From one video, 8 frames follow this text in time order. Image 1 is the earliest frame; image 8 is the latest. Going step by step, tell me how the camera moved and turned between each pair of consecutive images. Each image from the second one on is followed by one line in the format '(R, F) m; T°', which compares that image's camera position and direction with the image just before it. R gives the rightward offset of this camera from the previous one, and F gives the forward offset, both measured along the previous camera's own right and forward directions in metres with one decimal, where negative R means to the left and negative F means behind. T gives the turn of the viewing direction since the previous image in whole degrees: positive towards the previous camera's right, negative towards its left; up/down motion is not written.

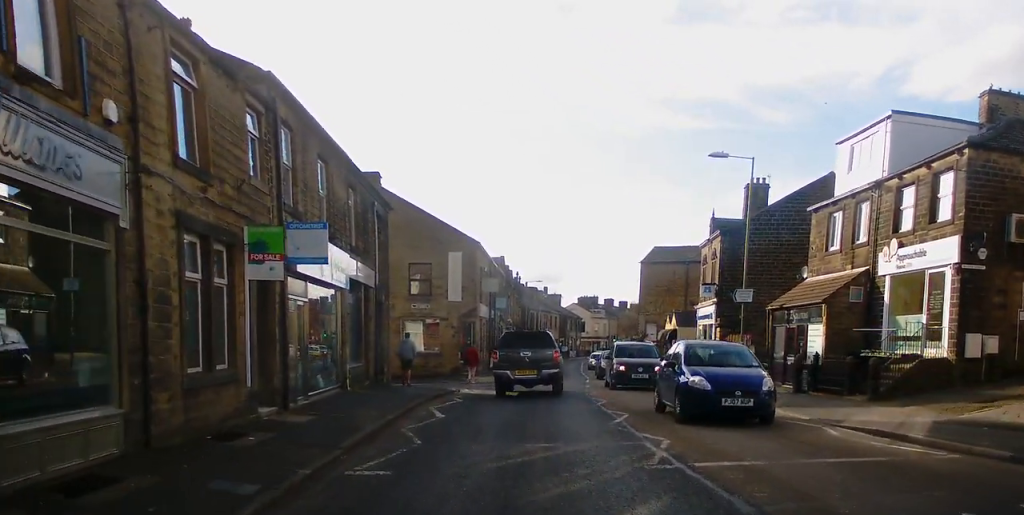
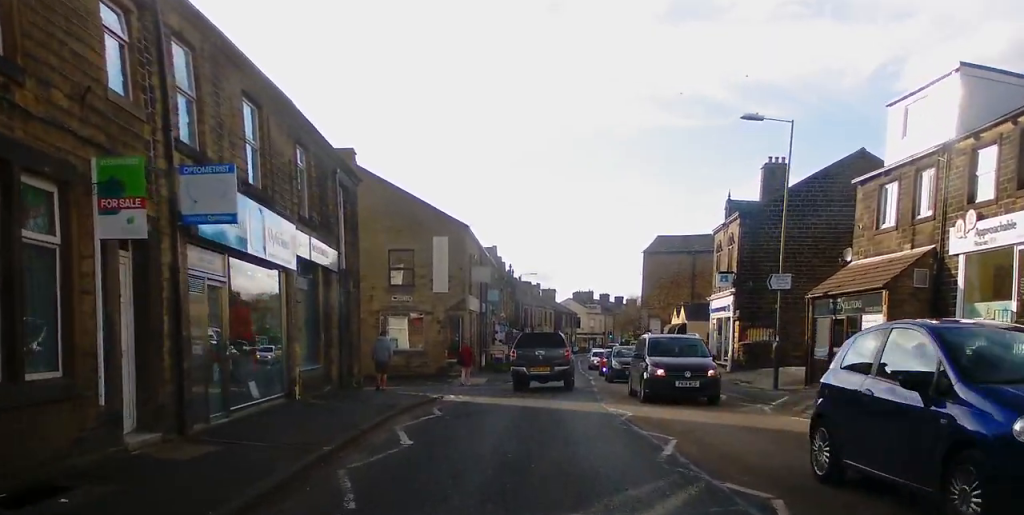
(+0.1, +4.4) m; -1°
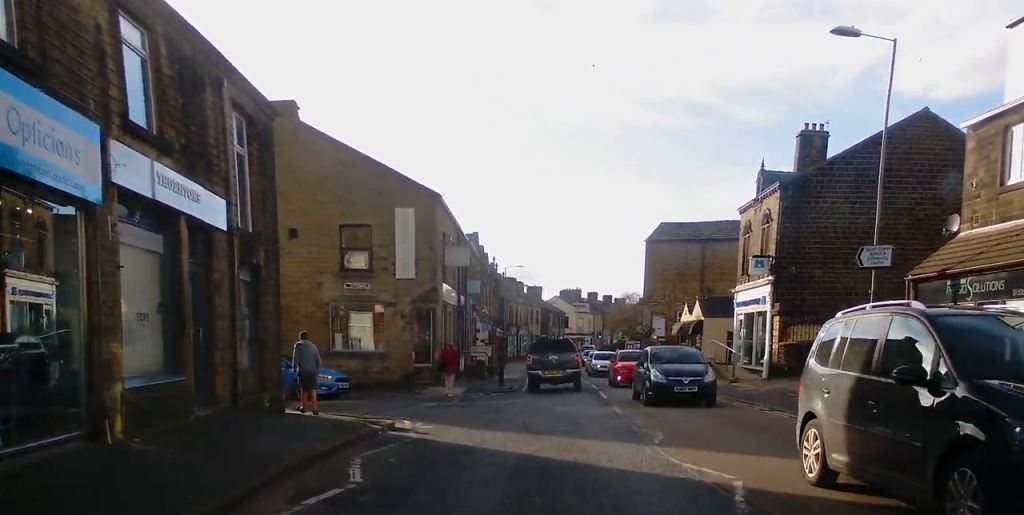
(-0.3, +7.3) m; -1°
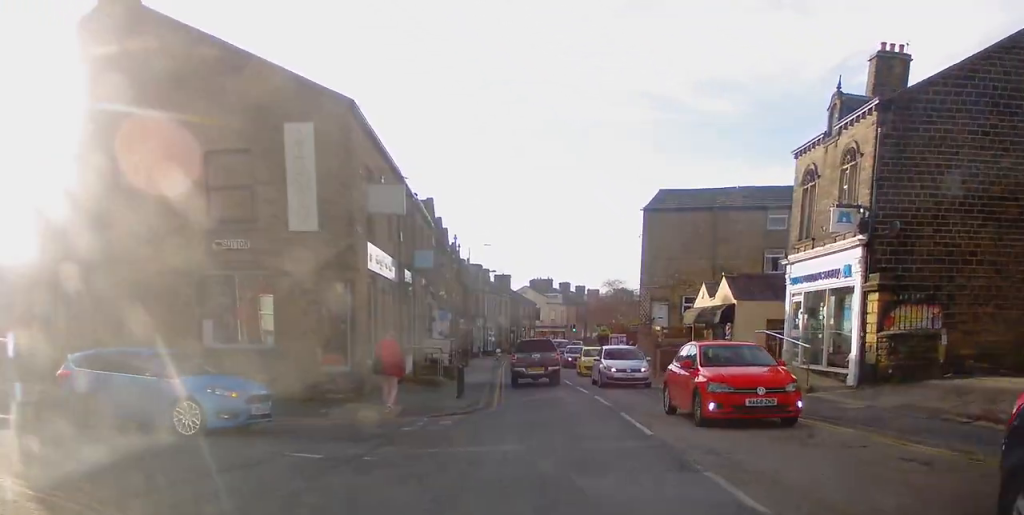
(+0.6, +10.3) m; +8°
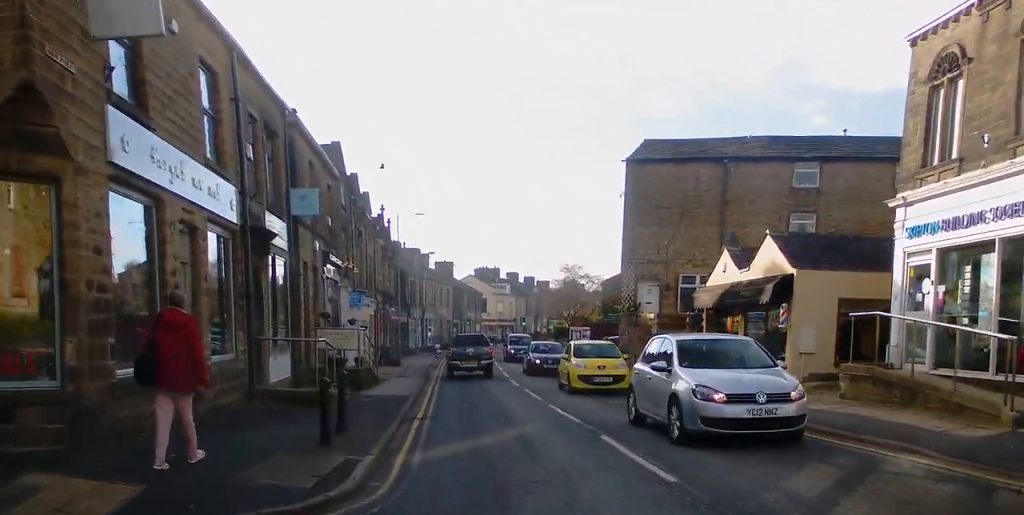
(+0.2, +10.7) m; -1°
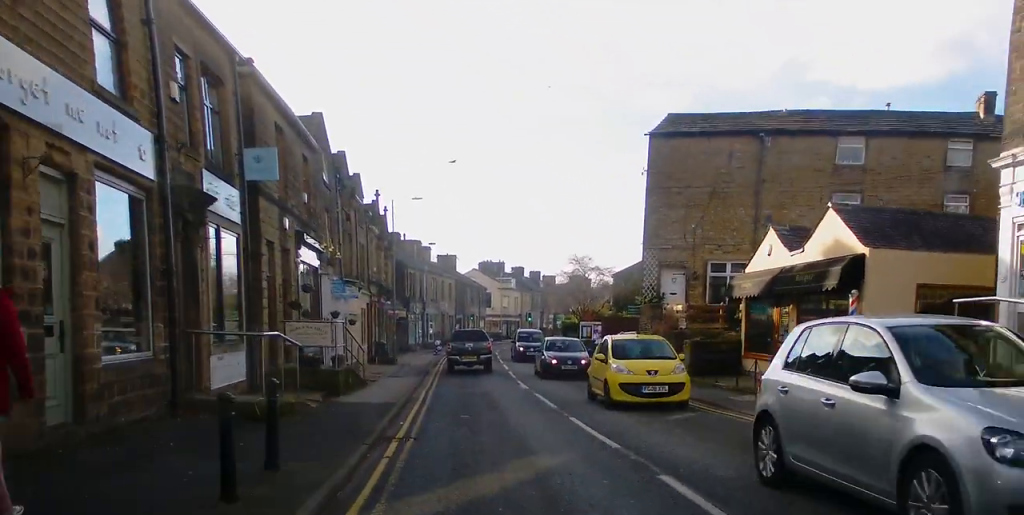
(-0.2, +3.7) m; -1°
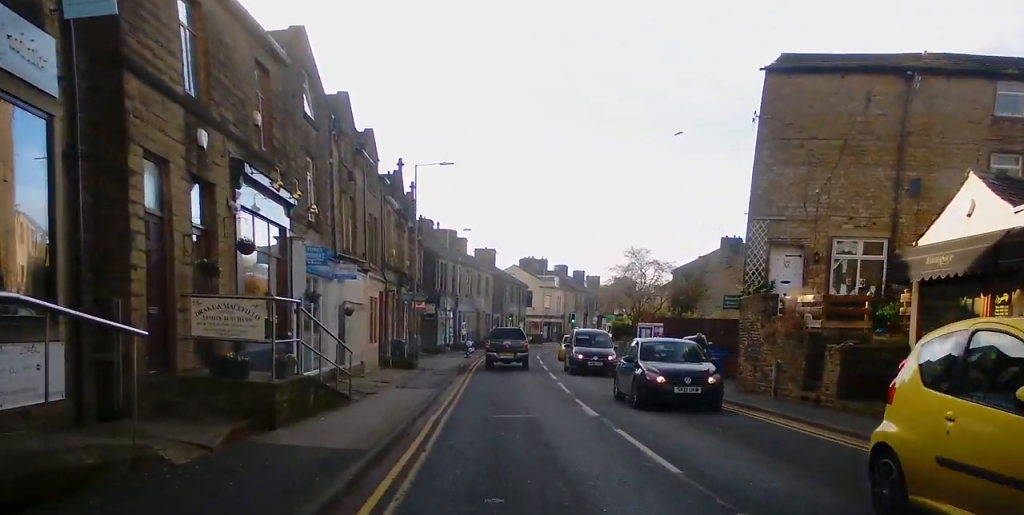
(-0.1, +7.9) m; -1°
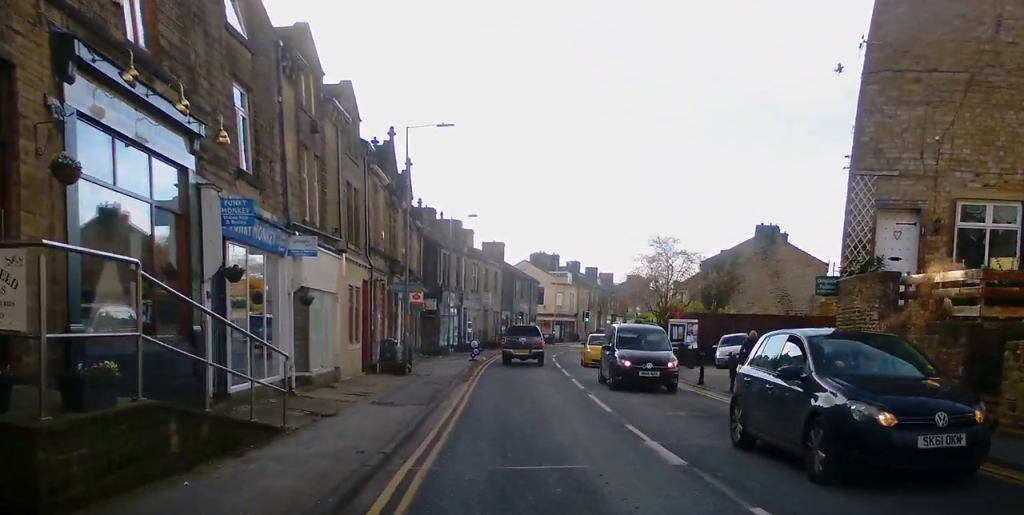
(+0.1, +5.8) m; 0°
